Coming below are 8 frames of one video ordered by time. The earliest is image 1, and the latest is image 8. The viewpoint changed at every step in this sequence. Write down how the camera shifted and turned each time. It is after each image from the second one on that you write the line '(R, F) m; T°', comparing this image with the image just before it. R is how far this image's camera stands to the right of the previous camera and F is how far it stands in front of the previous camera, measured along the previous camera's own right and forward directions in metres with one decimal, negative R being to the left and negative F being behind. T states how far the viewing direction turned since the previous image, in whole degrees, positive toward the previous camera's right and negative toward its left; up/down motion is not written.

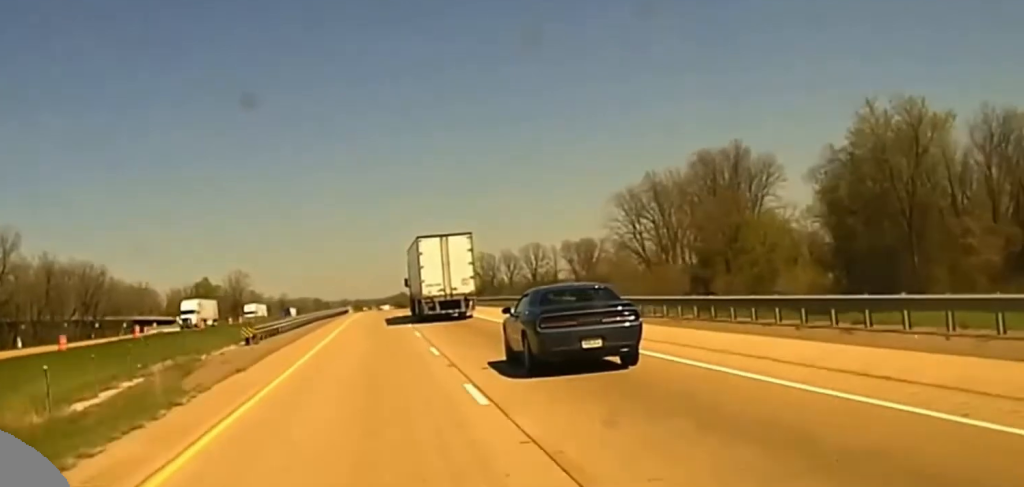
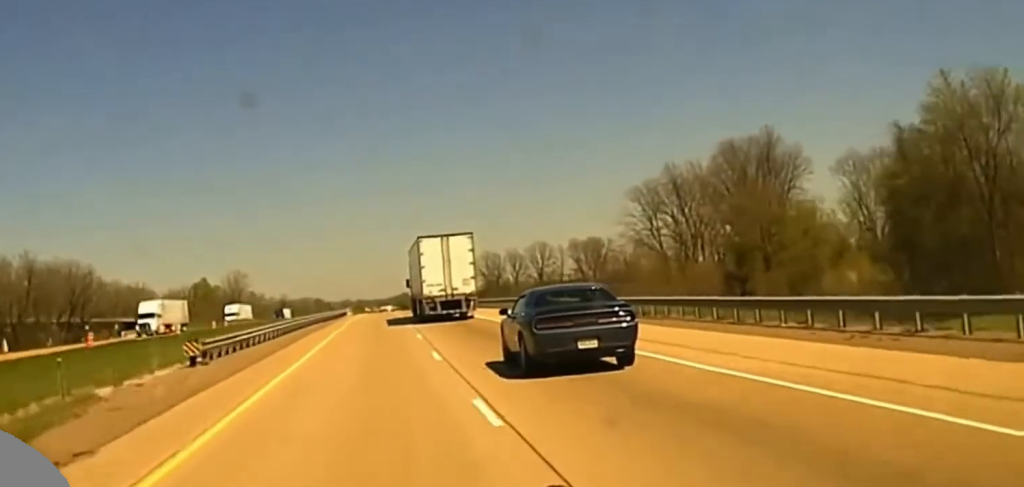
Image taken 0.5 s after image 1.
(0.0, +15.6) m; 0°
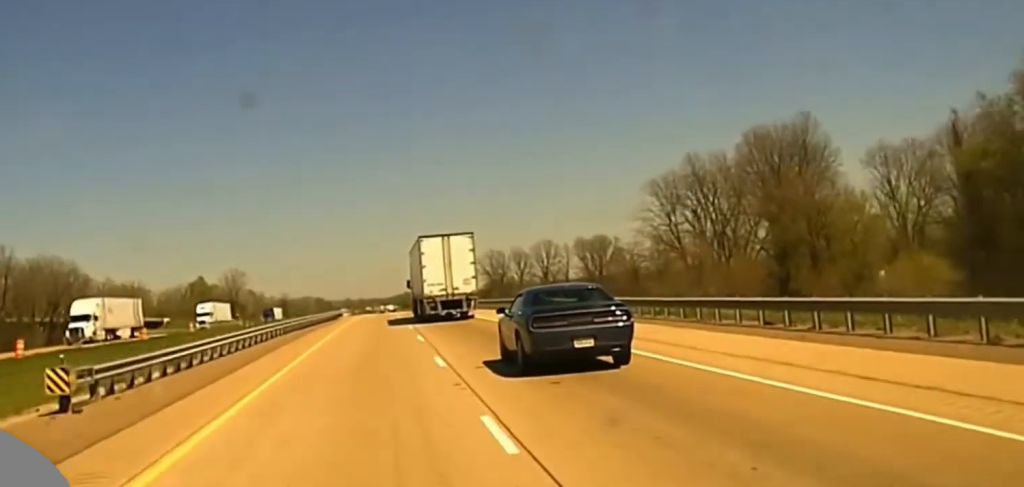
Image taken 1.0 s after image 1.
(0.0, +14.6) m; 0°
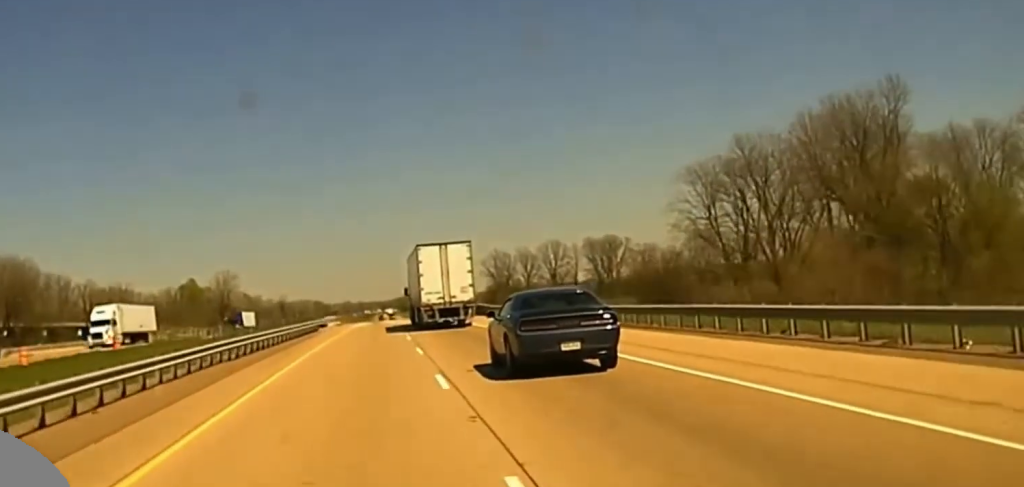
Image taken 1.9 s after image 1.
(-0.1, +28.1) m; 0°
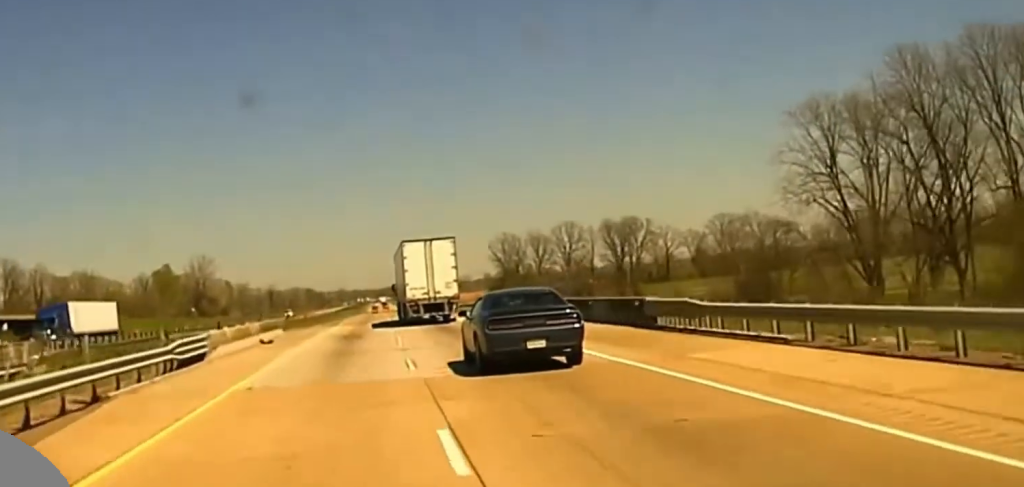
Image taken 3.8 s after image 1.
(+0.7, +59.2) m; +1°
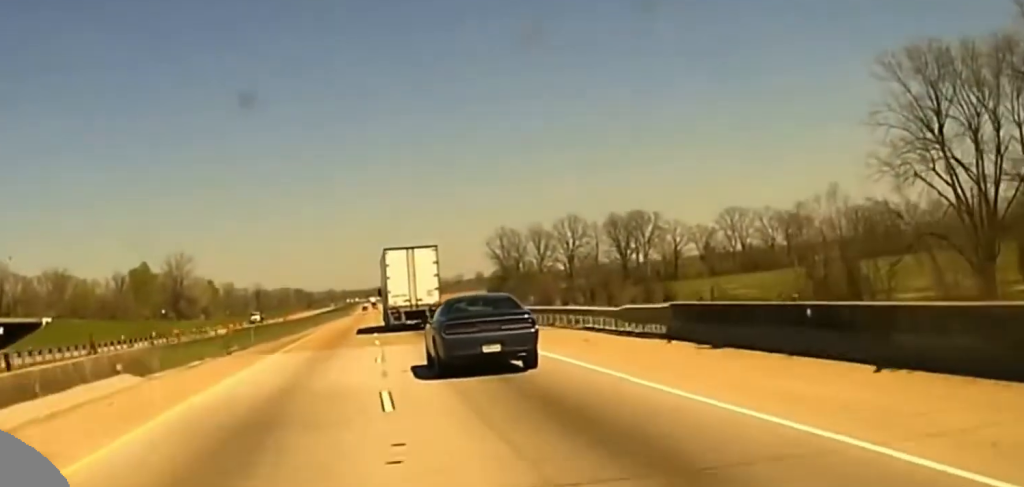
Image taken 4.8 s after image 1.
(-0.3, +31.2) m; 0°
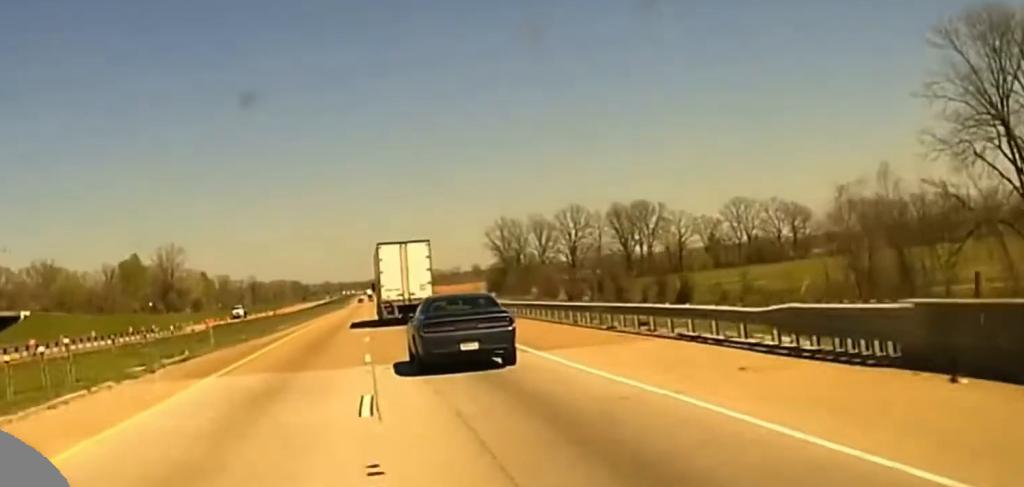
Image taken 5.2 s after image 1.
(0.0, +13.4) m; 0°
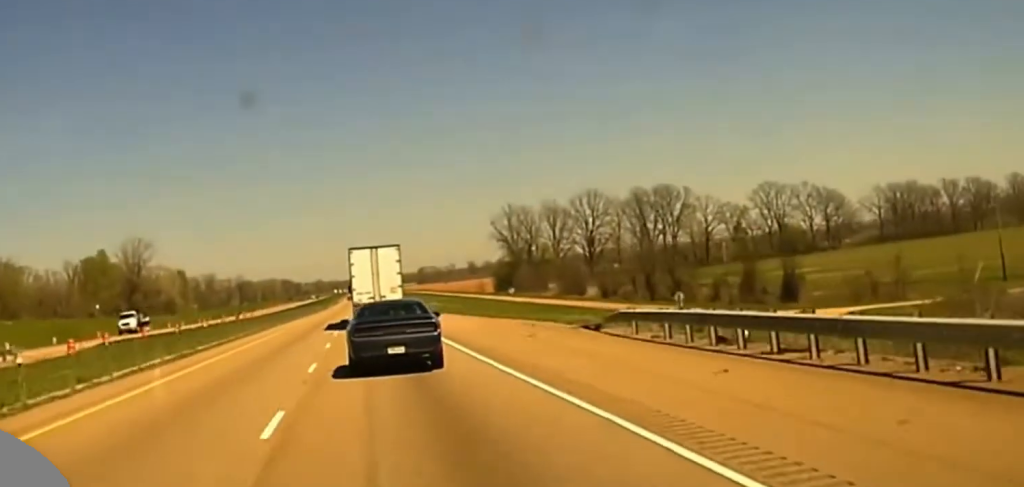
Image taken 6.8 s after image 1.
(+0.5, +49.5) m; +1°
